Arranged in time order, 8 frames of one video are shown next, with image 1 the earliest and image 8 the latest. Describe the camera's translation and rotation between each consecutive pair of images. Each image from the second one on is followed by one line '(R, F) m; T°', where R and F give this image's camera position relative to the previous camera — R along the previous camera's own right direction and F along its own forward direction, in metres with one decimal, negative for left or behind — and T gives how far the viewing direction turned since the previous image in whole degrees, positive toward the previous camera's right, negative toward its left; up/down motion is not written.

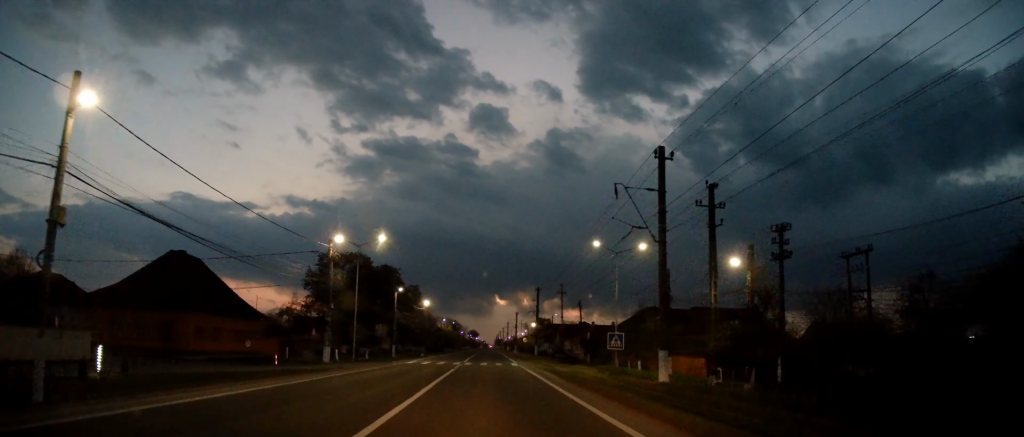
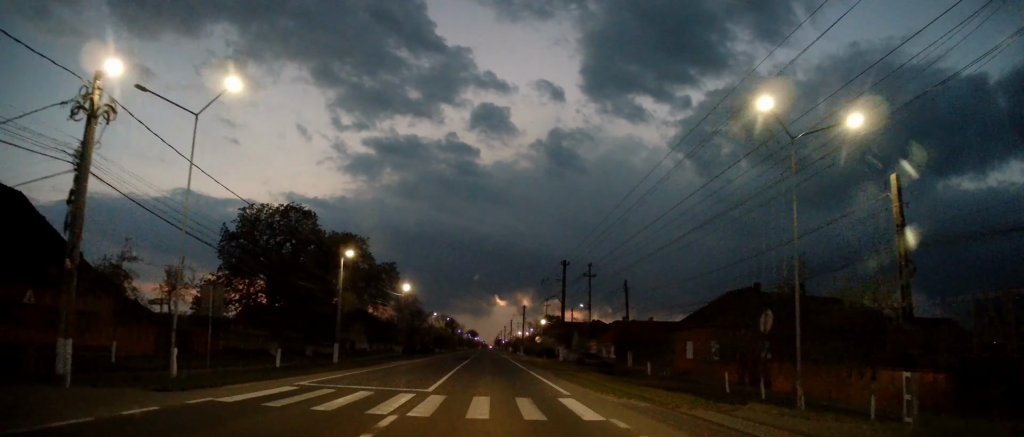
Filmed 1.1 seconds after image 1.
(-0.2, +24.1) m; 0°
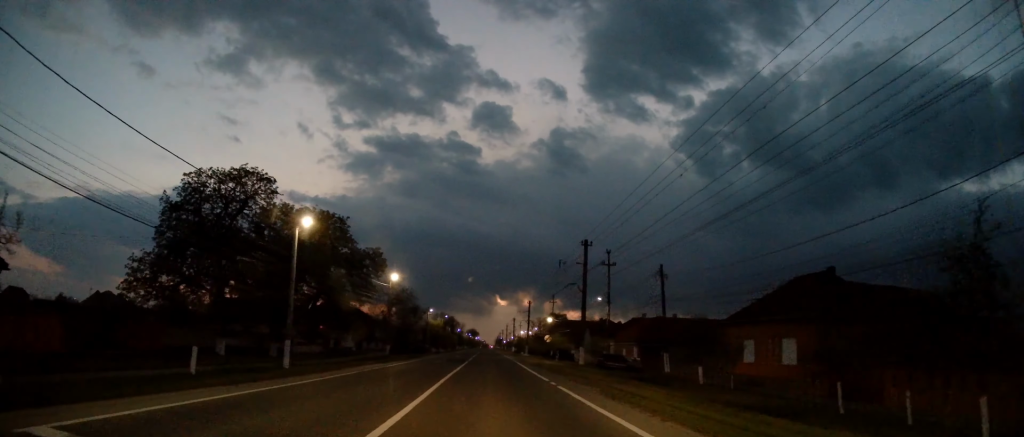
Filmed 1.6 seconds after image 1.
(+0.1, +9.9) m; +1°
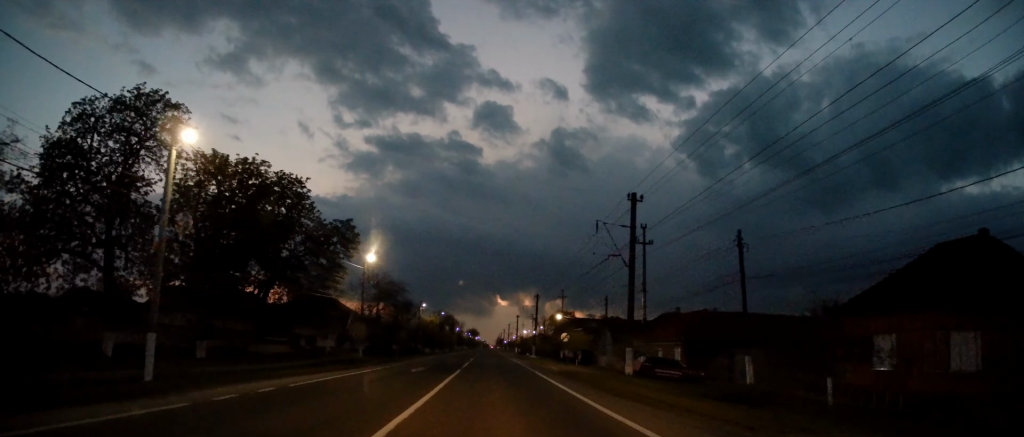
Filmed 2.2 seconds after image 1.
(+0.1, +12.7) m; 0°
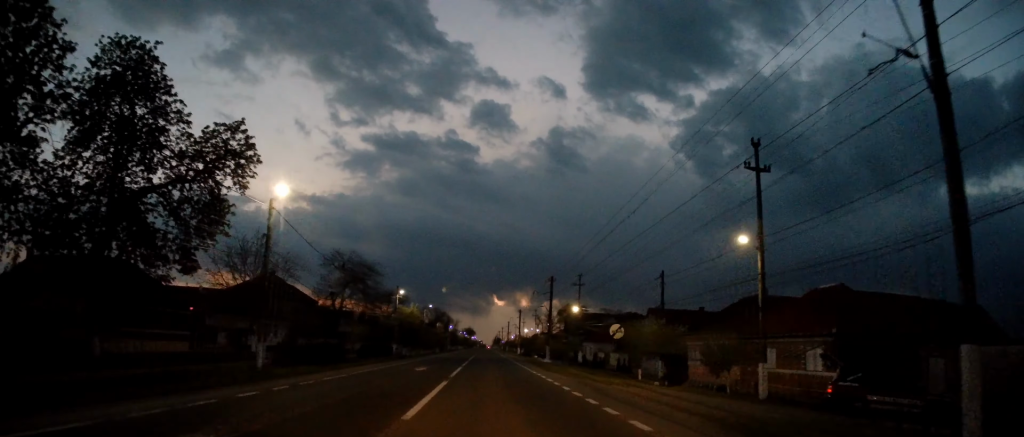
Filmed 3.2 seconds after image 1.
(0.0, +20.4) m; 0°
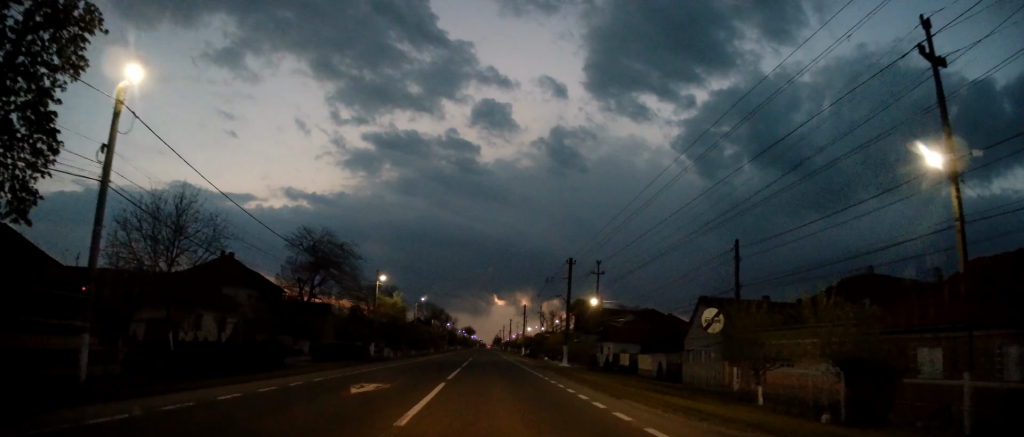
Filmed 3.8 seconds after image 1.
(0.0, +12.6) m; 0°
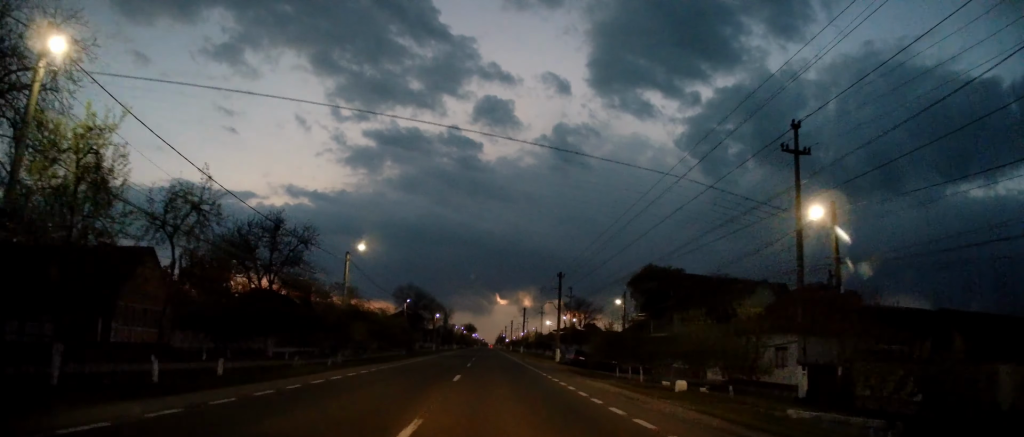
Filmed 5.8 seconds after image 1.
(0.0, +43.3) m; 0°
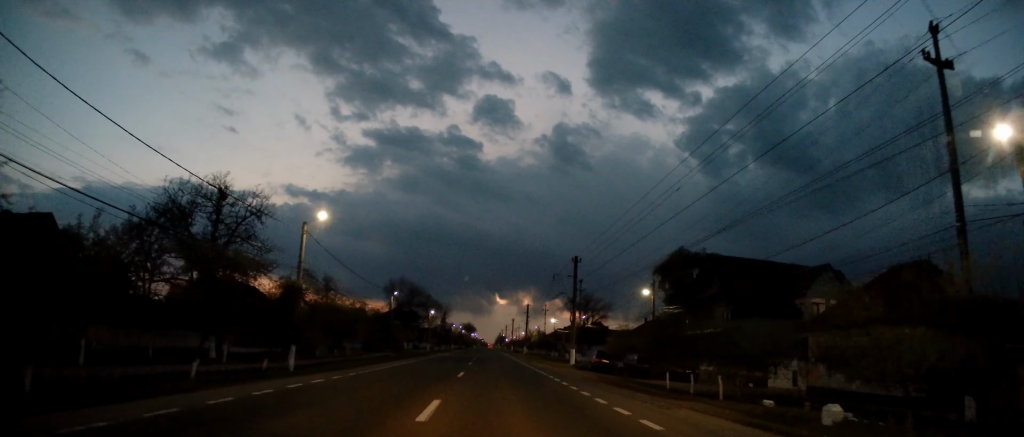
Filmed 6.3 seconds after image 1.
(0.0, +9.8) m; 0°
